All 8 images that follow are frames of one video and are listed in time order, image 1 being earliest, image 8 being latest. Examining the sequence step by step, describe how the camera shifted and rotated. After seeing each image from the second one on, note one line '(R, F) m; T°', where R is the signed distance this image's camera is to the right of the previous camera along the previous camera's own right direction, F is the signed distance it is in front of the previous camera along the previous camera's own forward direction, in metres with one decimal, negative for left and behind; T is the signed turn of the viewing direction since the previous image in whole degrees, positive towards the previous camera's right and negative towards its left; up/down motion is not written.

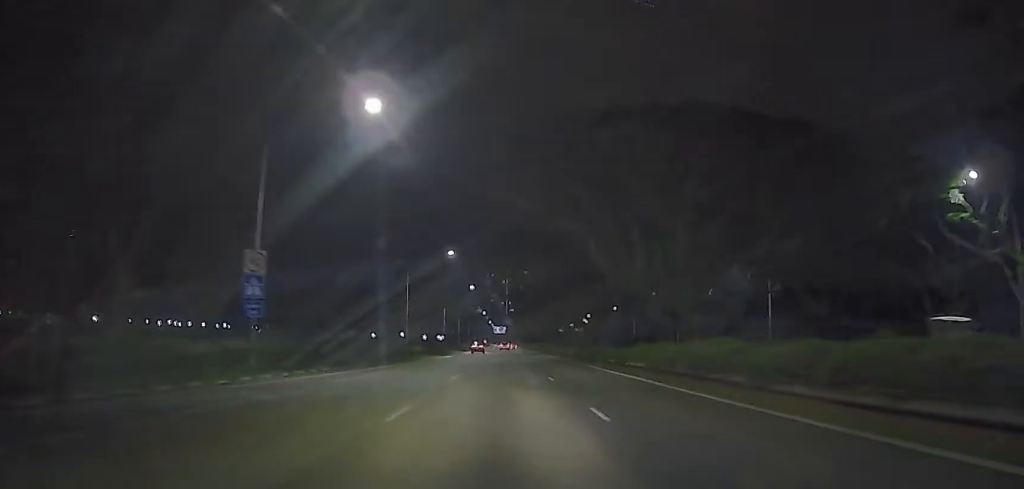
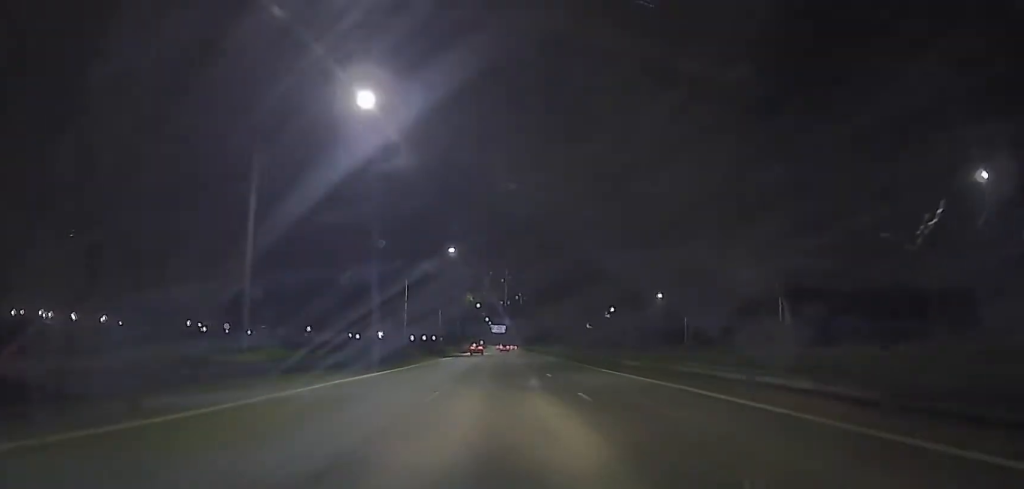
(-1.6, +43.2) m; -4°
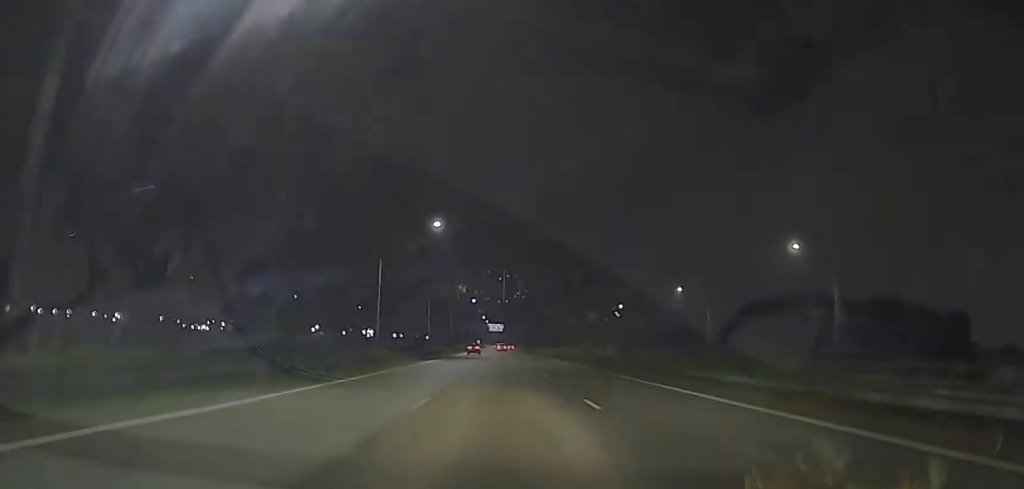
(-0.5, +13.4) m; +1°
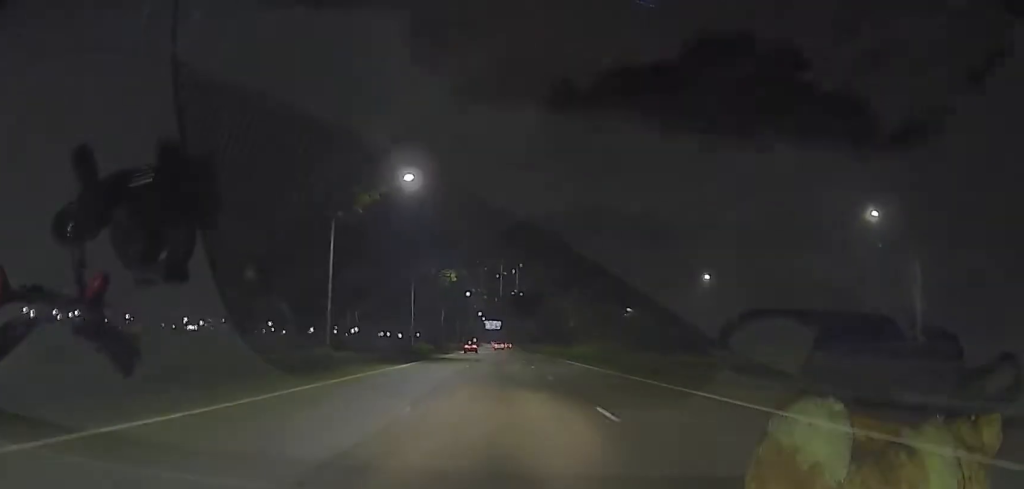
(+0.8, +14.3) m; +2°
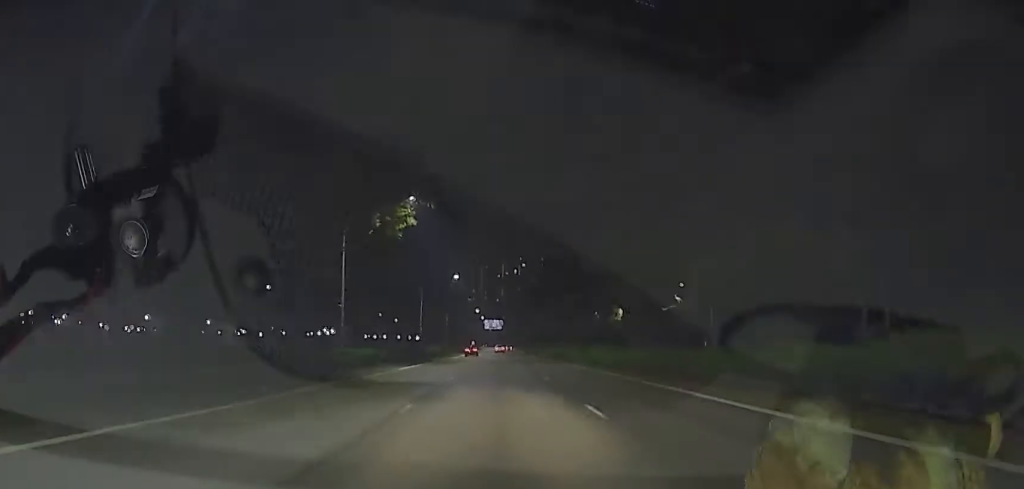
(+0.6, +34.4) m; +1°
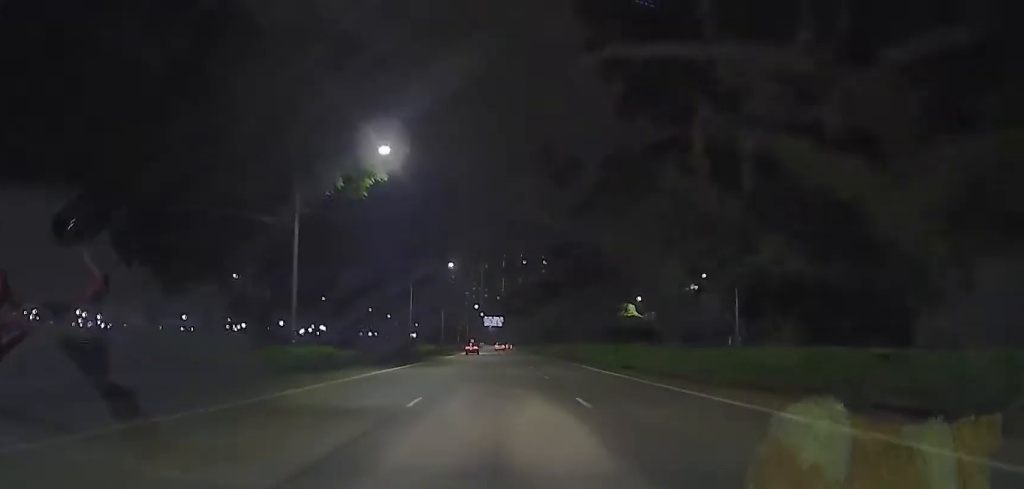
(0.0, +10.0) m; 0°
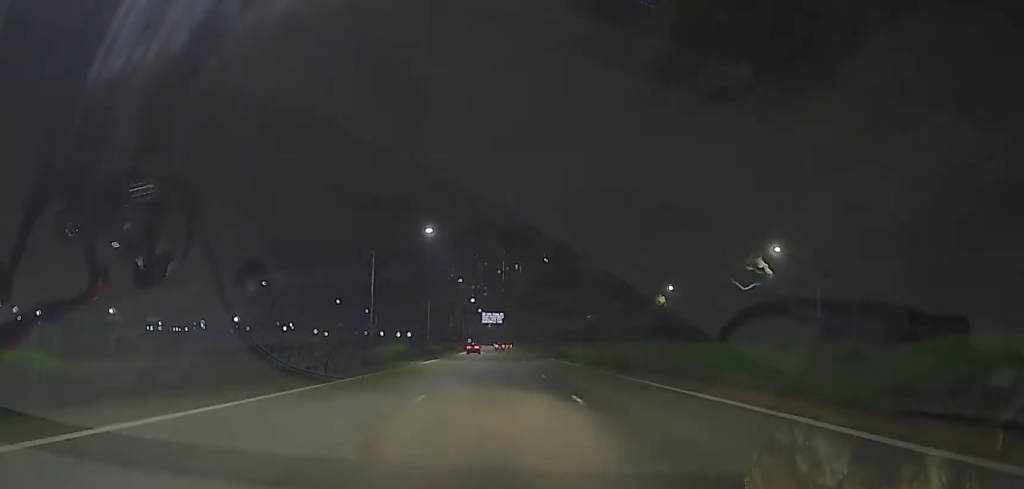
(0.0, +23.3) m; 0°
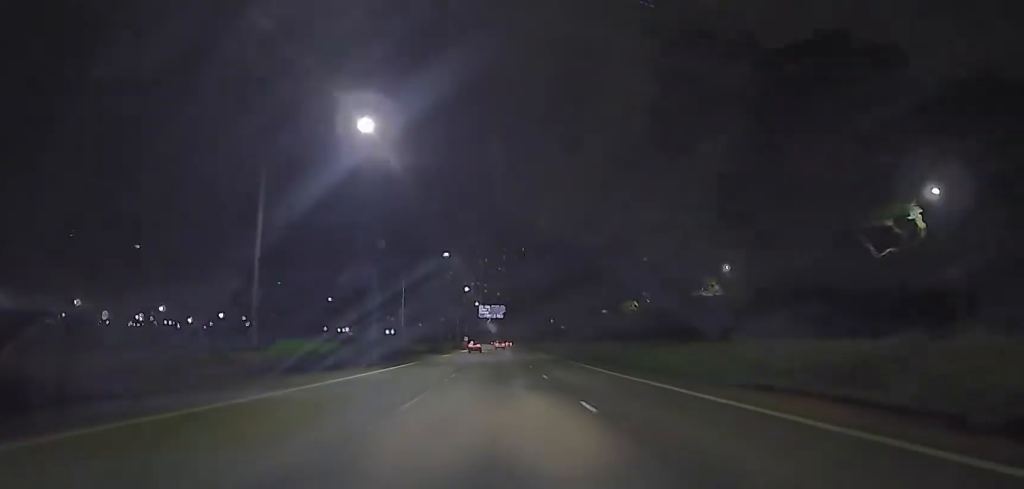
(0.0, +25.4) m; 0°
